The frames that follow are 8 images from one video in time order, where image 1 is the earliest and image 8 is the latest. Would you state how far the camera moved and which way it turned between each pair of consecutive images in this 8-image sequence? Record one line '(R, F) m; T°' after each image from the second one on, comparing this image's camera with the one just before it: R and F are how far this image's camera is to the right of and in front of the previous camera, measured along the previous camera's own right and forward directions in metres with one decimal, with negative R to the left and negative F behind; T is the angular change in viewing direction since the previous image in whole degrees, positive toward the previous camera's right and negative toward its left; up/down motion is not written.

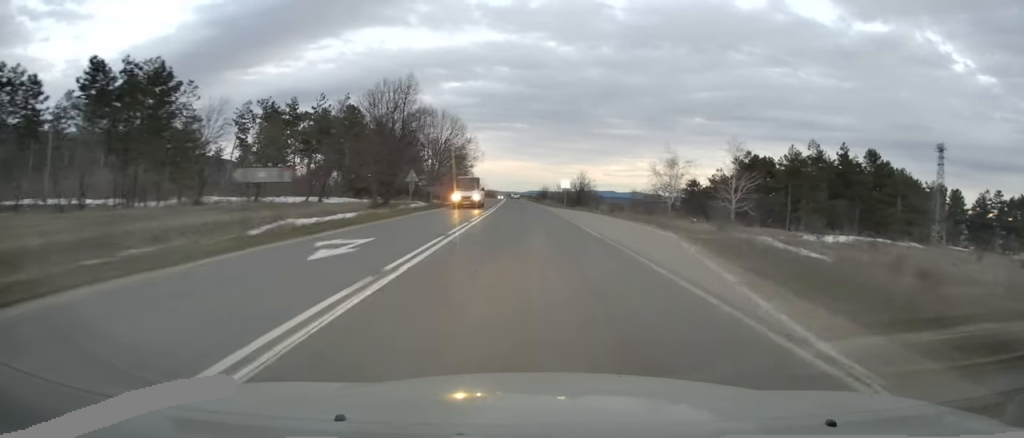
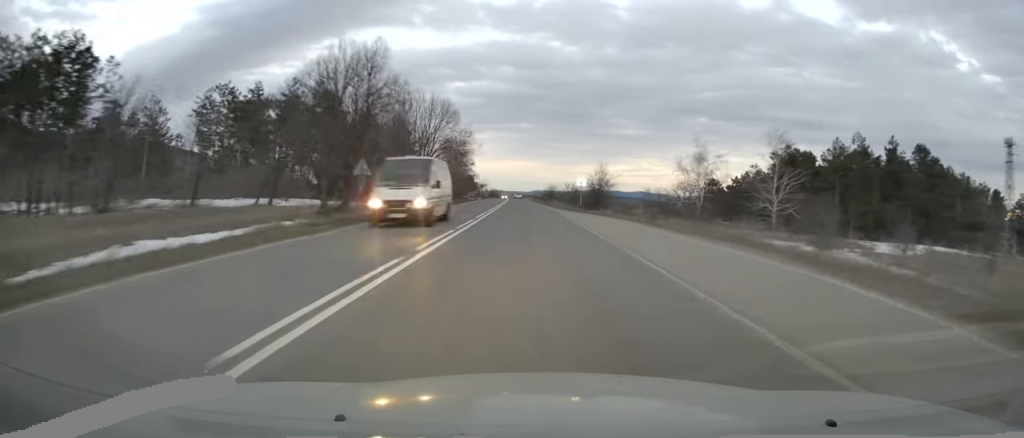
(0.0, +12.7) m; 0°
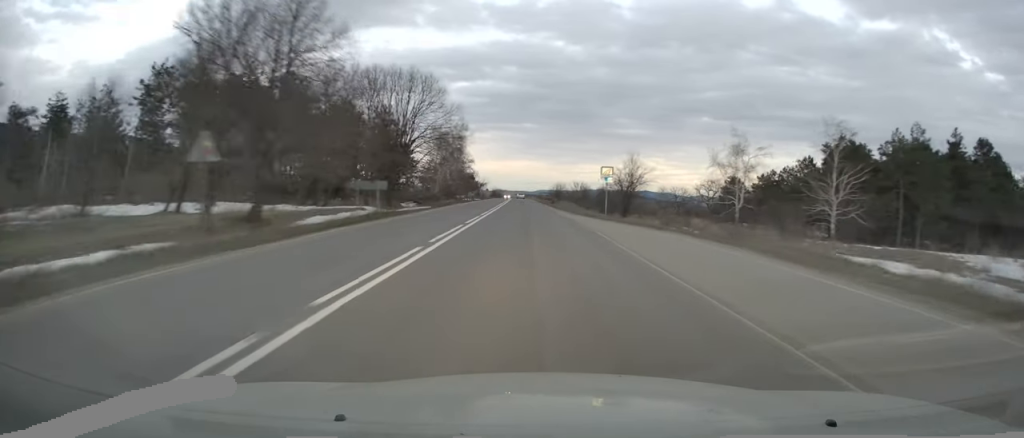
(+0.1, +13.5) m; 0°
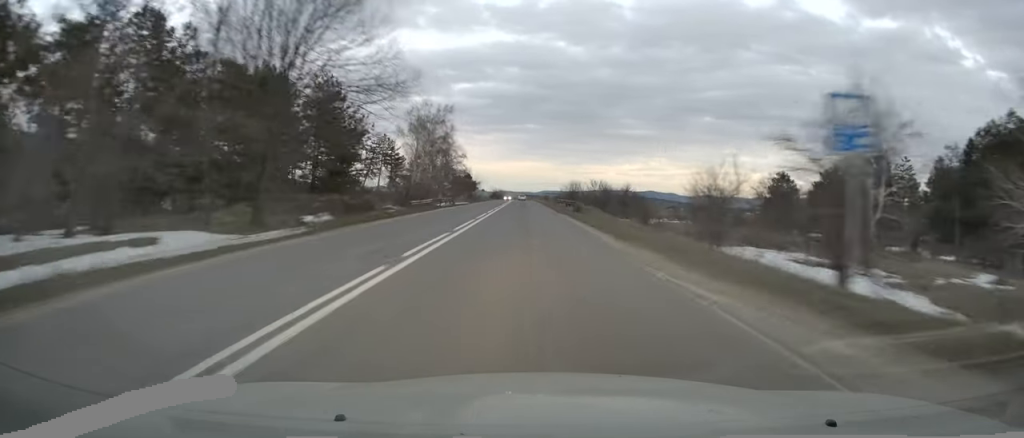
(-0.1, +26.3) m; 0°
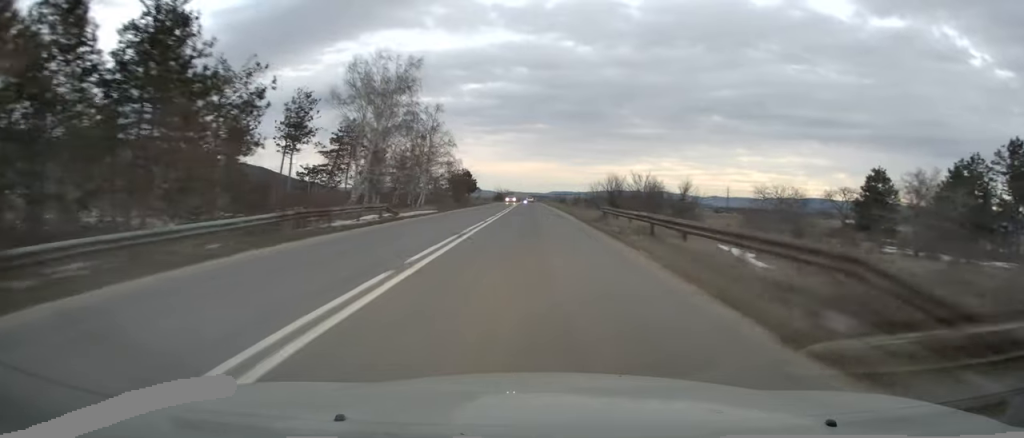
(-0.2, +31.3) m; -1°
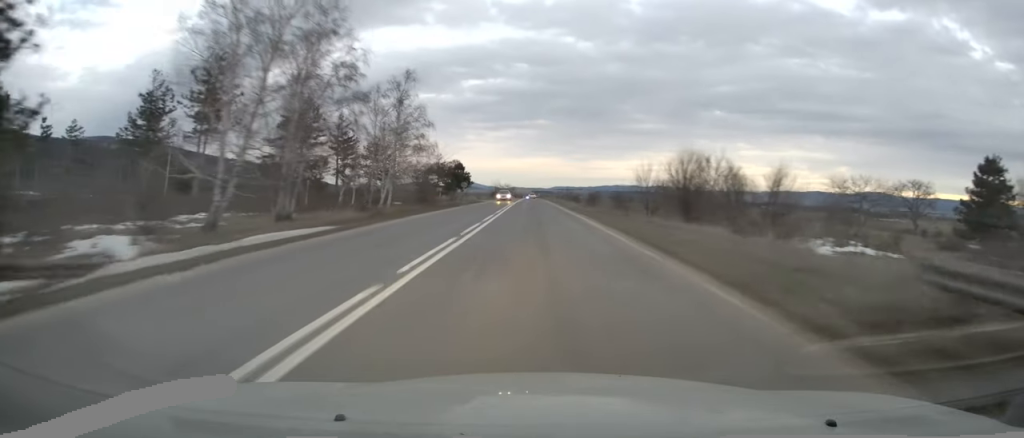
(-0.2, +24.0) m; 0°
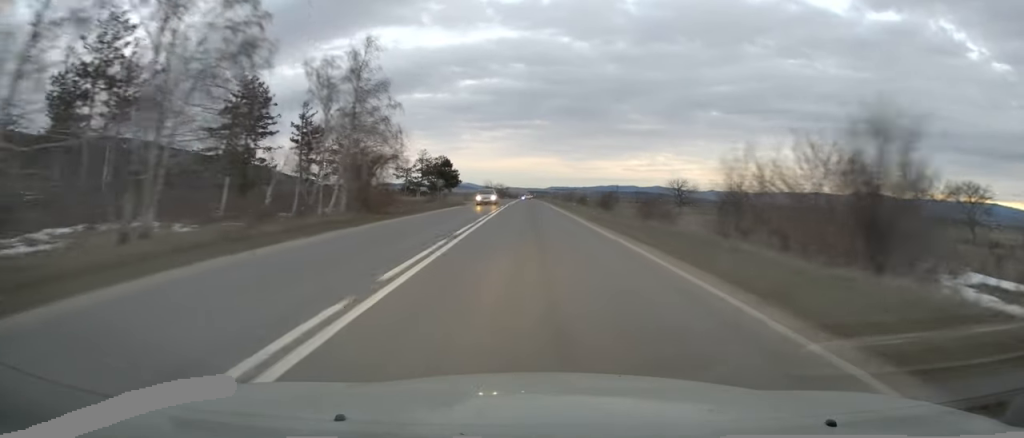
(+0.1, +16.1) m; 0°
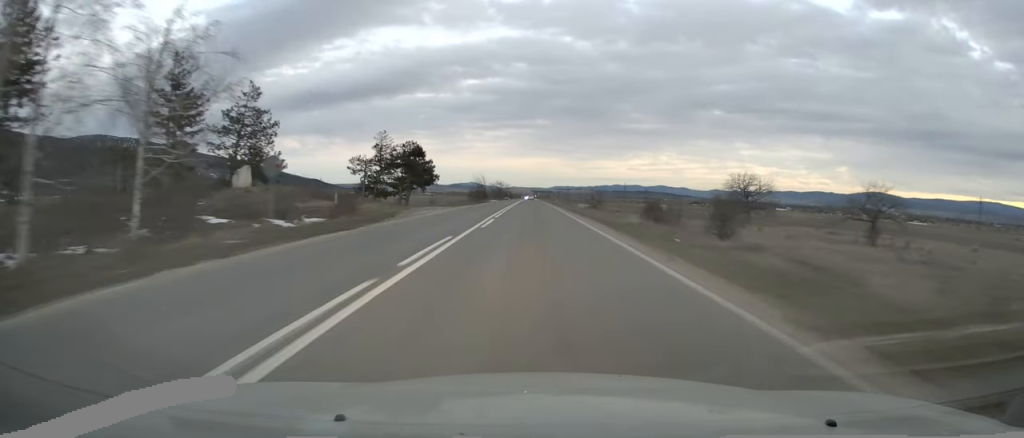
(0.0, +37.6) m; 0°
